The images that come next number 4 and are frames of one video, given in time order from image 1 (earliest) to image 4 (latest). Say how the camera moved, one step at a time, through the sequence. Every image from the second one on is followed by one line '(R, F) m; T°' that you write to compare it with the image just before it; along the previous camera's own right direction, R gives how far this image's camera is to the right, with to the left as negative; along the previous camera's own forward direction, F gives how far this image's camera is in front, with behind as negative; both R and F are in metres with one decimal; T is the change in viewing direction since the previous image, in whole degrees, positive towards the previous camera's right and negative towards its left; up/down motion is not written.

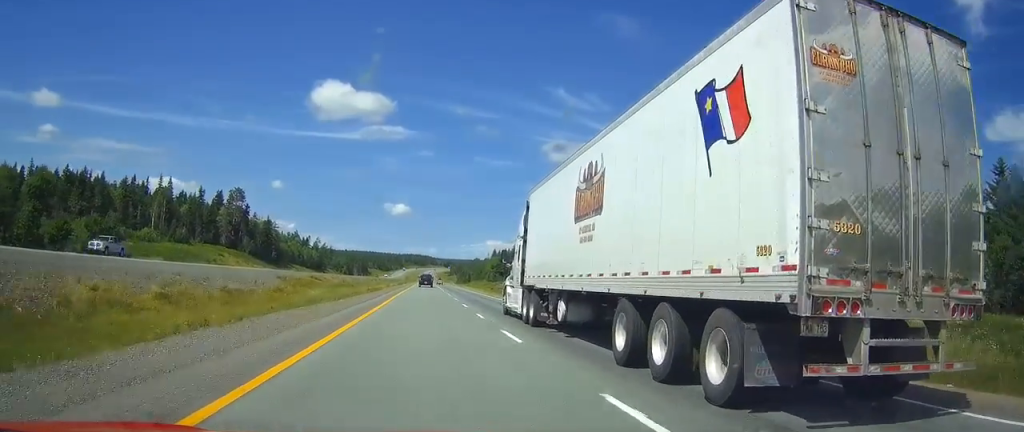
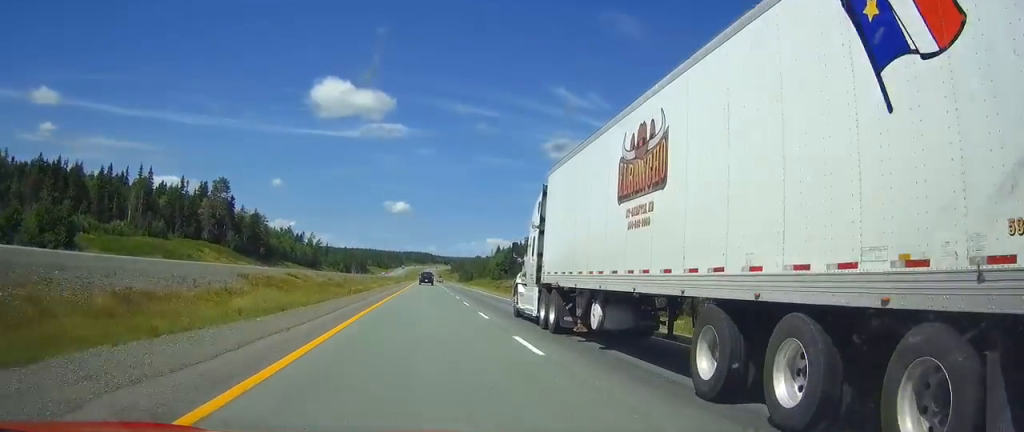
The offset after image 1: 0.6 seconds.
(0.0, +19.8) m; 0°
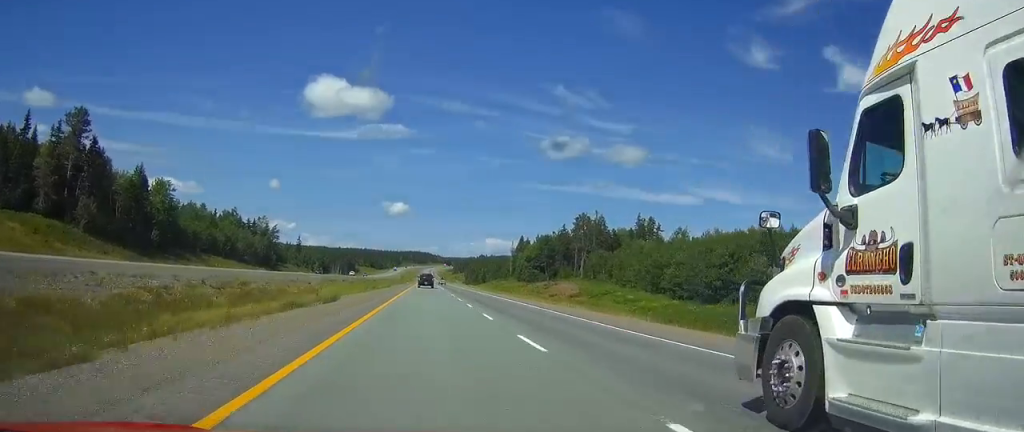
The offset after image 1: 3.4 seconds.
(-0.2, +99.8) m; 0°
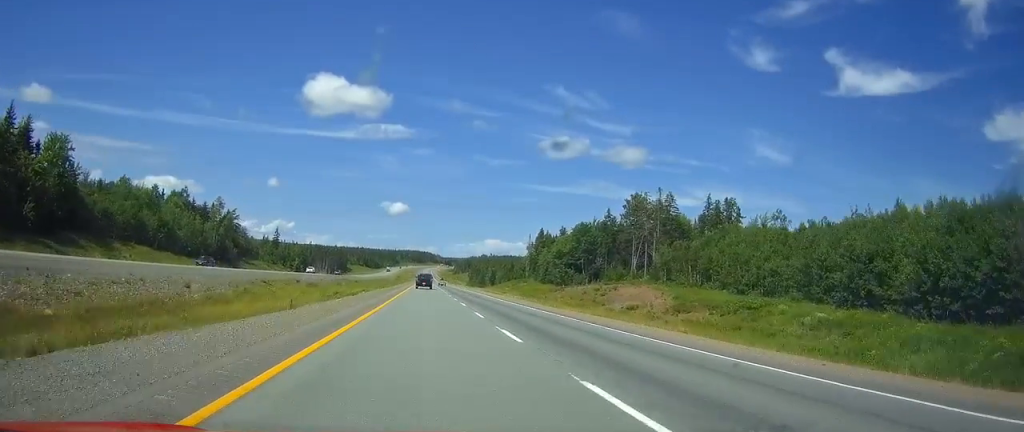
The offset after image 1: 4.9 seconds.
(+0.1, +52.9) m; 0°
